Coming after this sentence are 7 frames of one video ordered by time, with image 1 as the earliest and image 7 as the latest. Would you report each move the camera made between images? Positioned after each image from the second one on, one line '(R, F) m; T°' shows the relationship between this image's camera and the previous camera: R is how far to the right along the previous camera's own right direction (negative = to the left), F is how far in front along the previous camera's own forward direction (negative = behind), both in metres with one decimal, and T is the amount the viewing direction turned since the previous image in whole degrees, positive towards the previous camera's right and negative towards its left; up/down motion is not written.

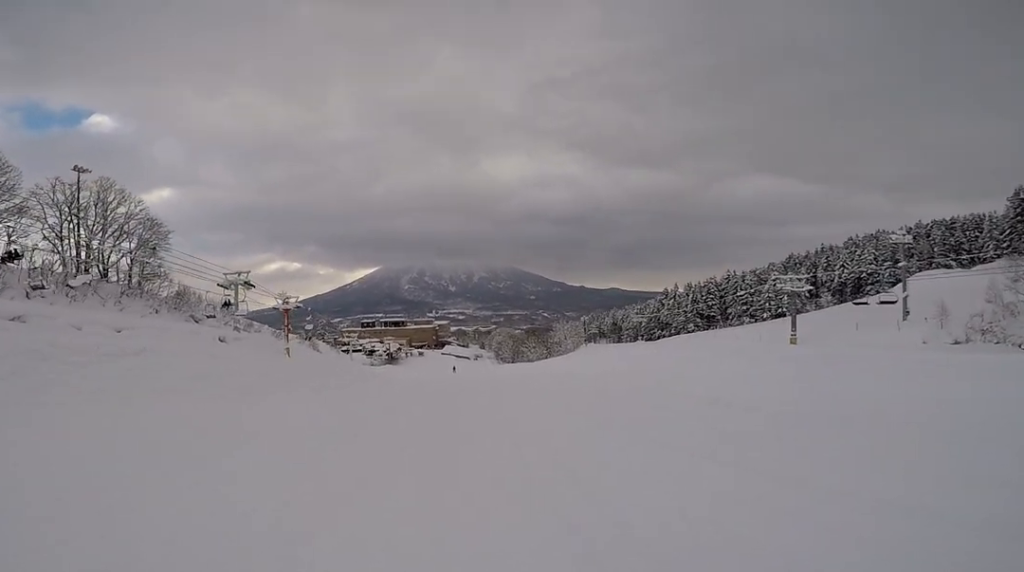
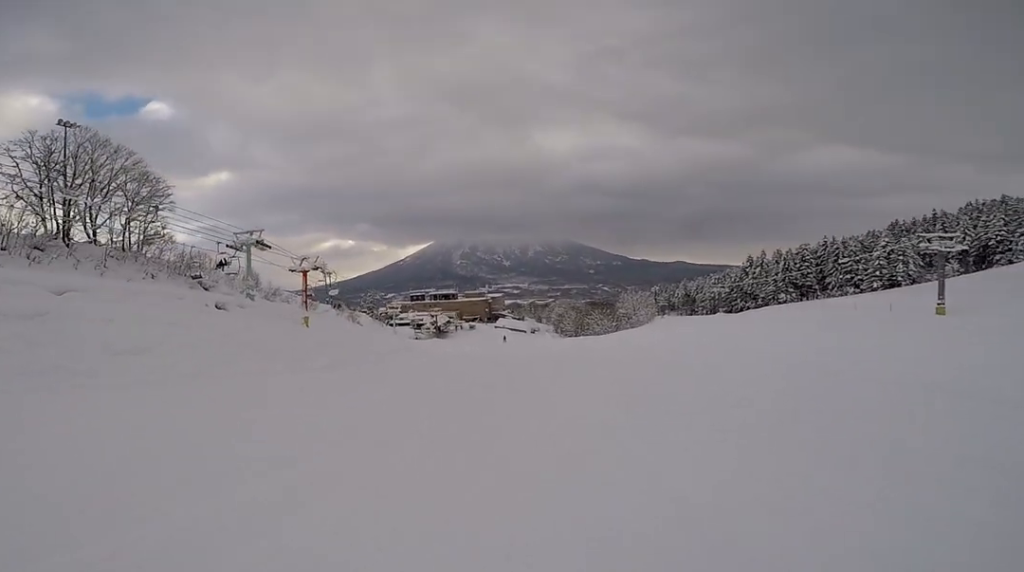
(+0.3, +11.8) m; 0°
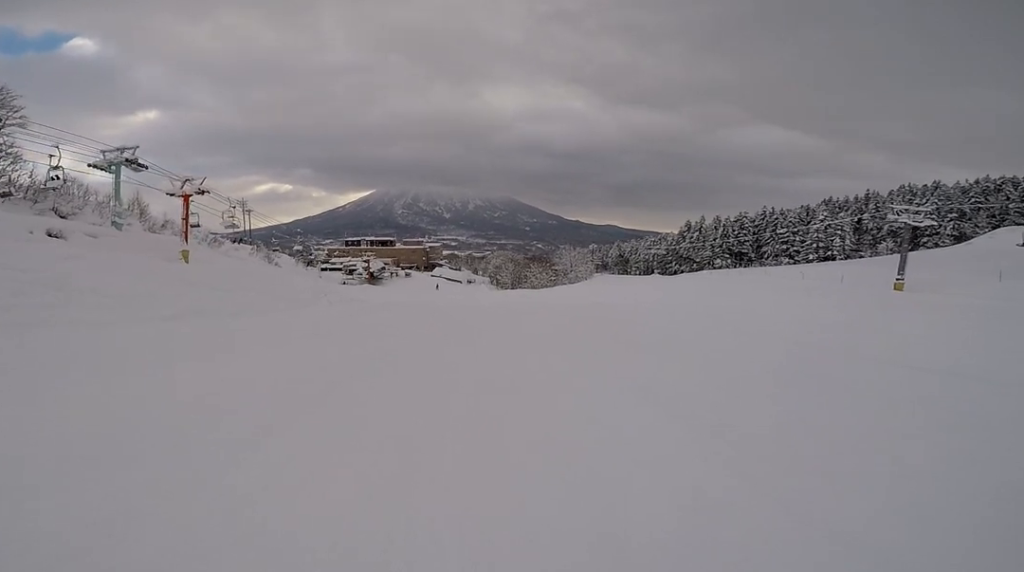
(-0.2, +9.2) m; 0°
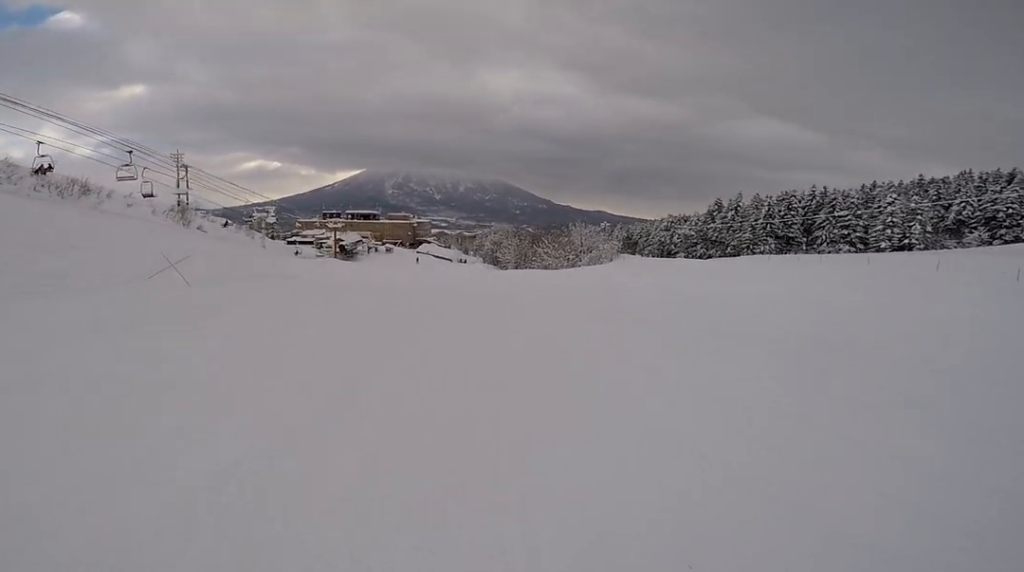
(-1.5, +24.5) m; -4°
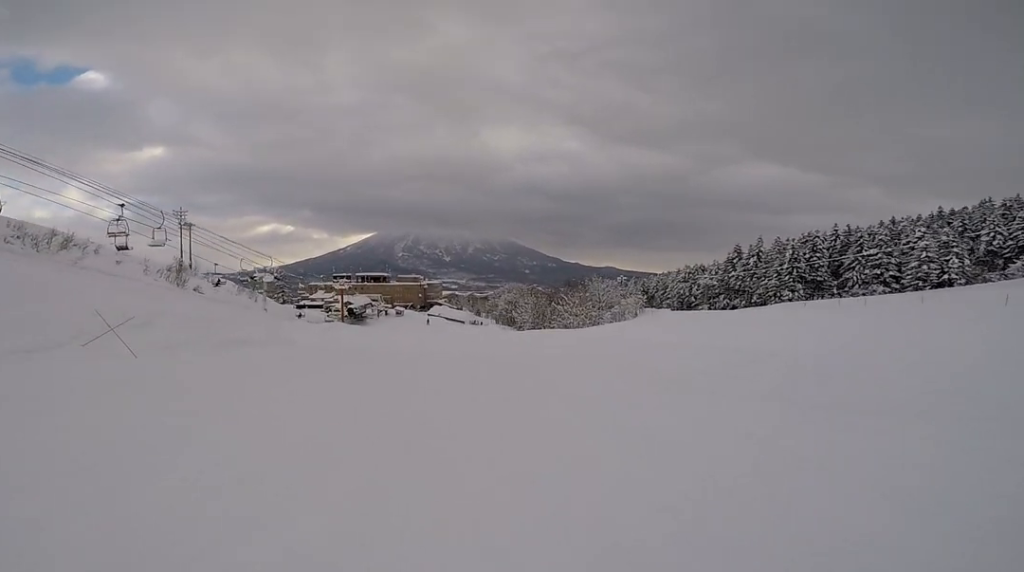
(+0.1, +5.8) m; +1°
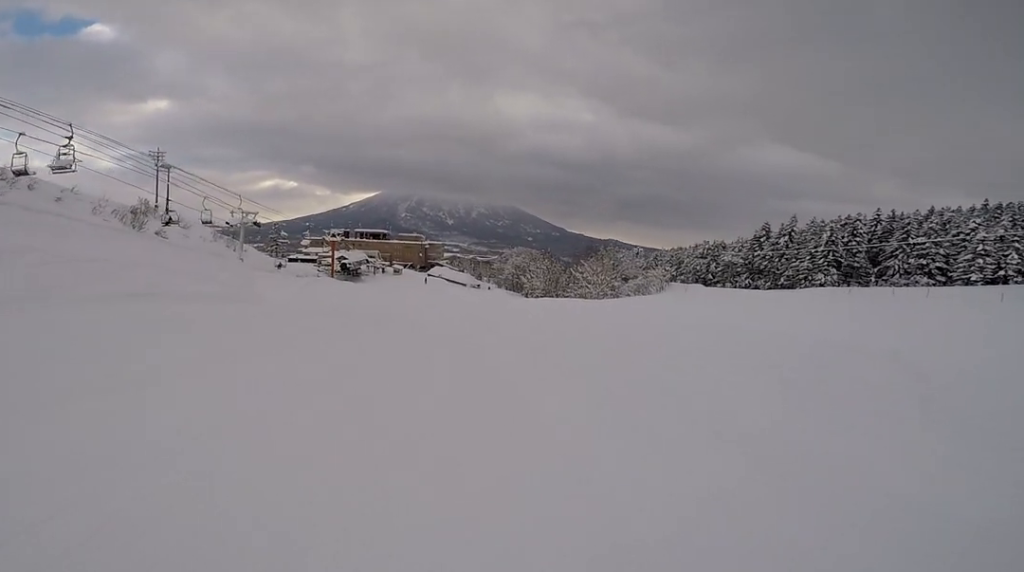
(+0.4, +9.3) m; -1°
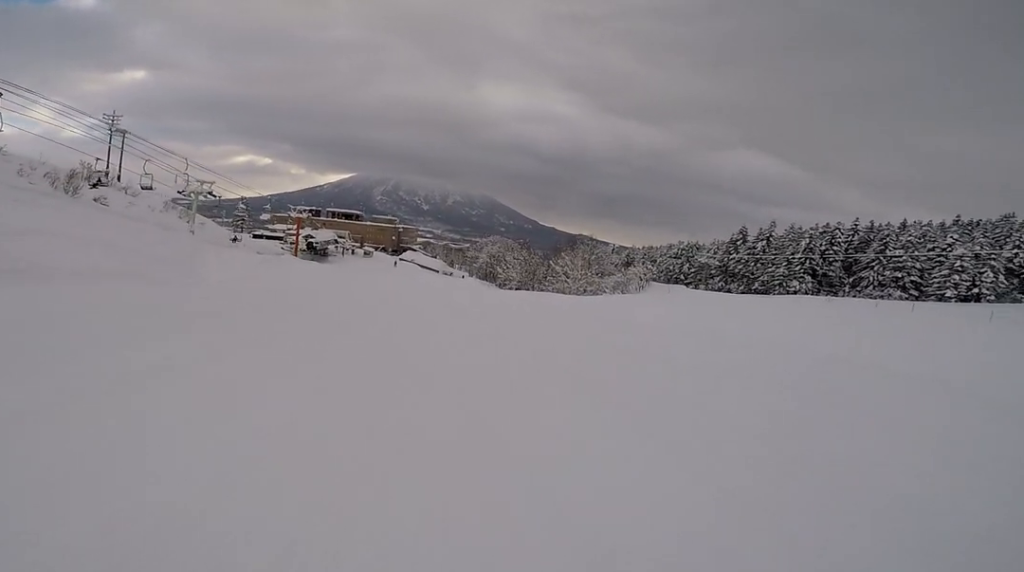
(-0.3, +4.9) m; -2°
